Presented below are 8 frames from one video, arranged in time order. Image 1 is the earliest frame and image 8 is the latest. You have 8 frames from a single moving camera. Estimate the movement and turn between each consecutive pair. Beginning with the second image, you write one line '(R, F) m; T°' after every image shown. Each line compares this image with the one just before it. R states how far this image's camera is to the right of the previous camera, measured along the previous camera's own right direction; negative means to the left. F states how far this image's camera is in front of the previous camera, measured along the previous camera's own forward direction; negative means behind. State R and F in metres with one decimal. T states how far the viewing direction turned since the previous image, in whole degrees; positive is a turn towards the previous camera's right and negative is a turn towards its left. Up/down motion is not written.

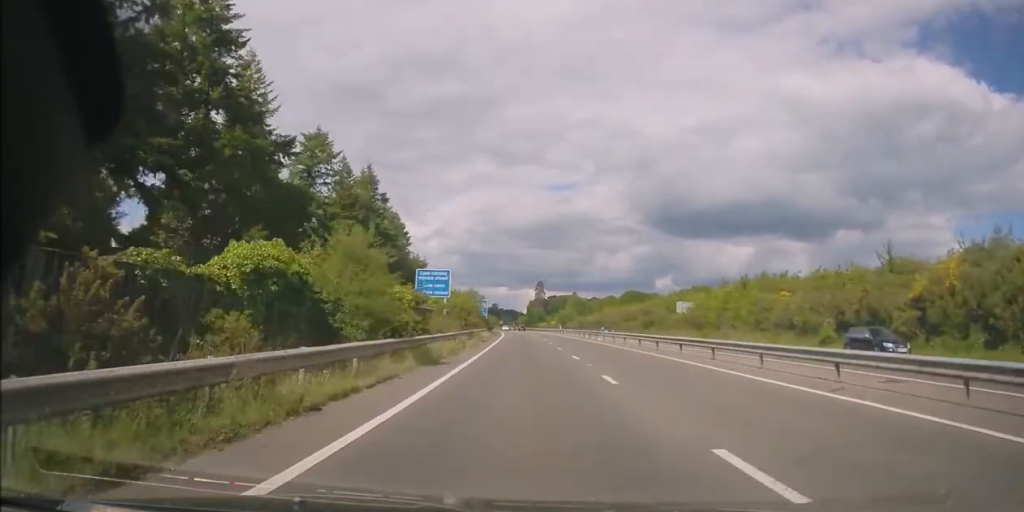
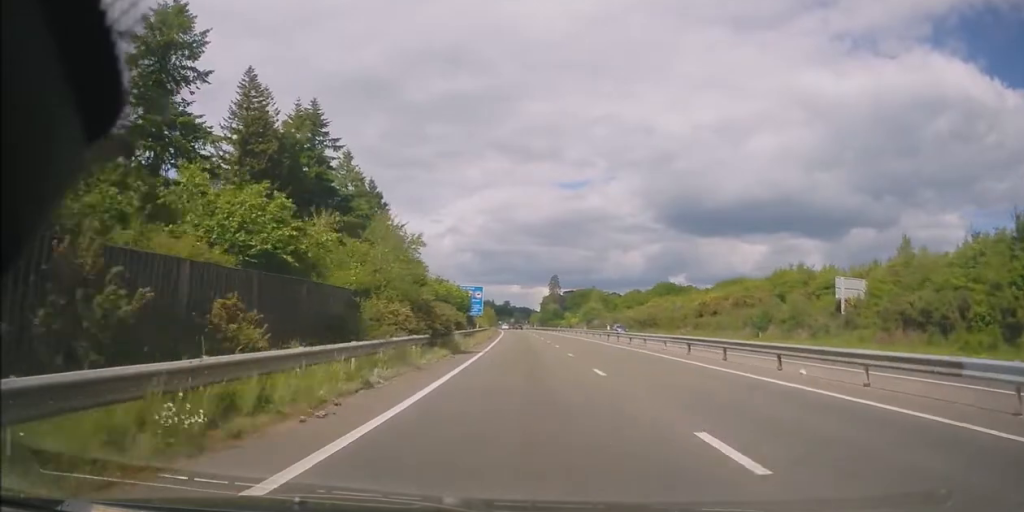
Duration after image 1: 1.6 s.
(-0.7, +45.3) m; 0°
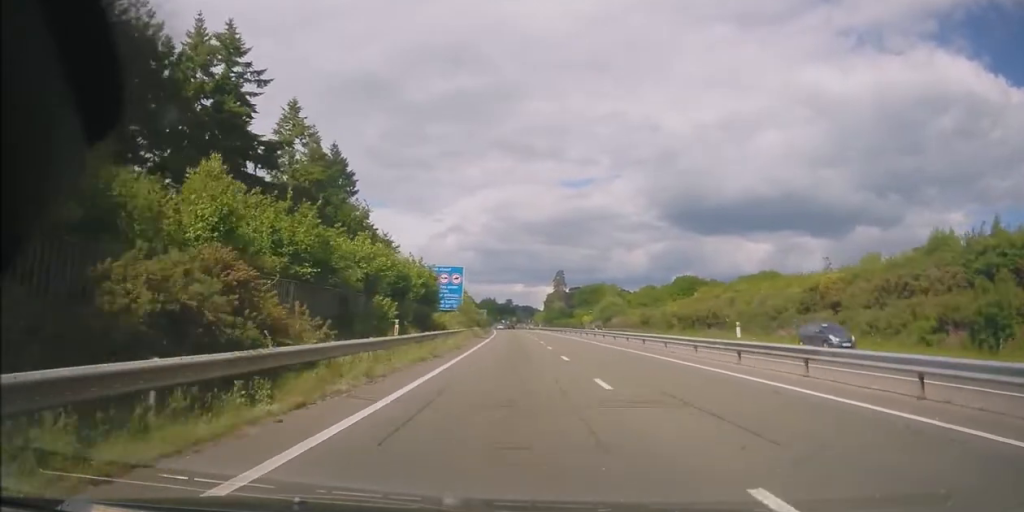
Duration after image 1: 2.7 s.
(+0.2, +30.6) m; -1°
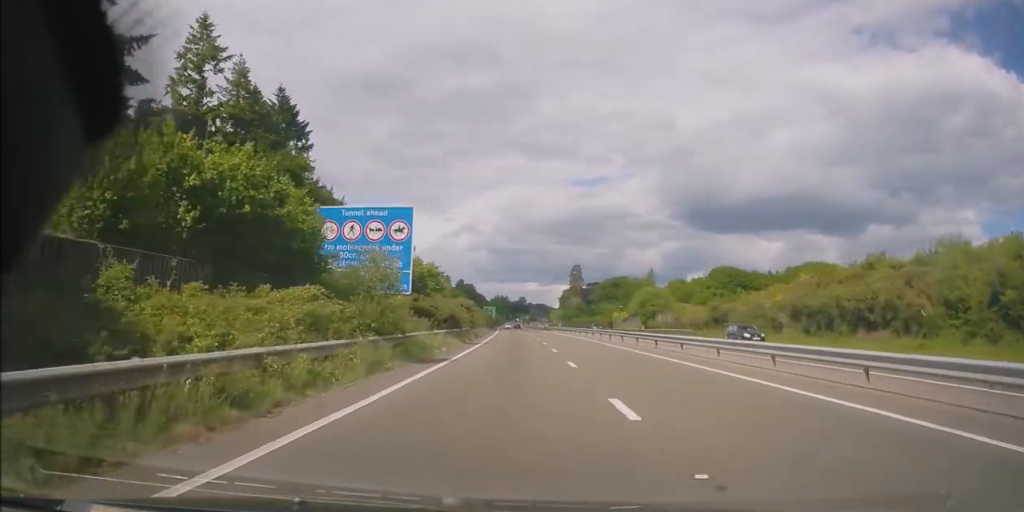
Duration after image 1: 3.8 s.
(-0.9, +31.7) m; -2°
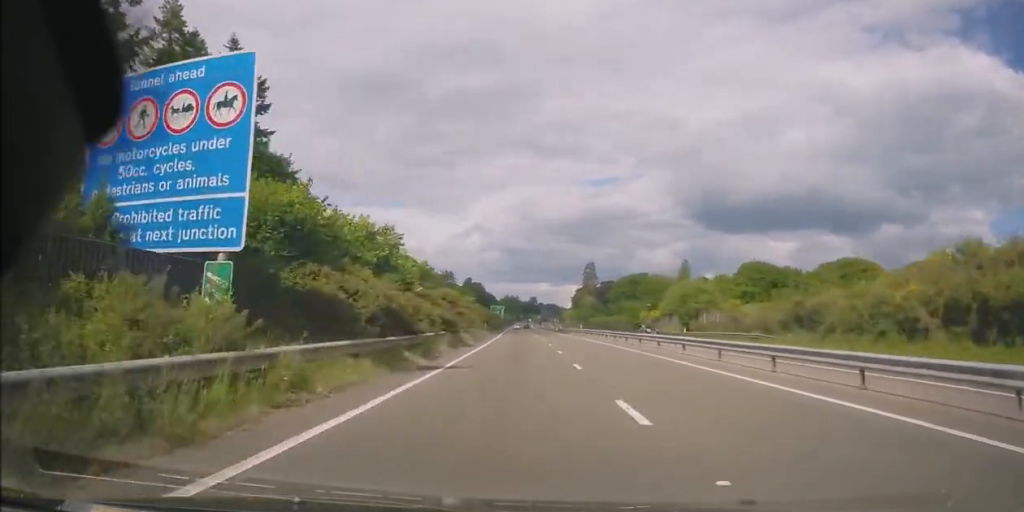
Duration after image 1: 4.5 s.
(-0.2, +18.8) m; -1°
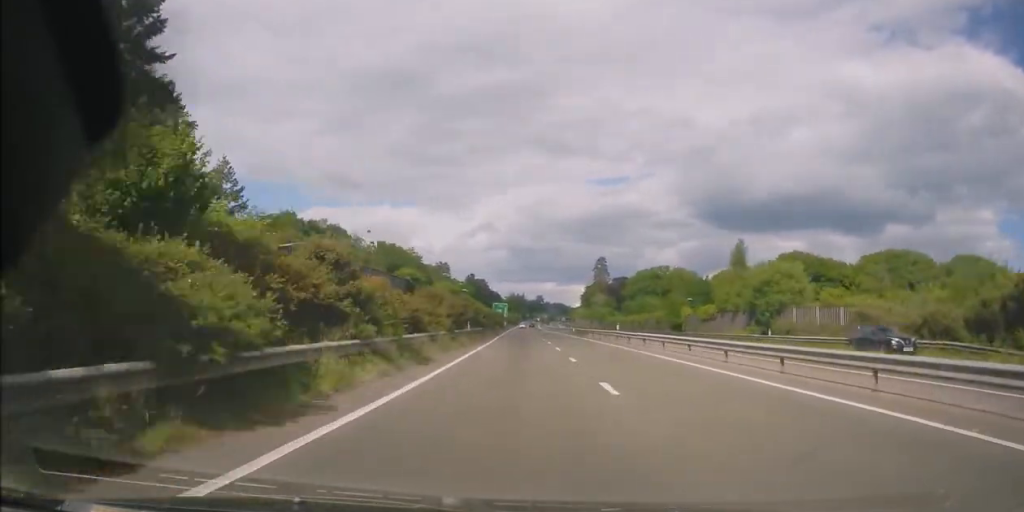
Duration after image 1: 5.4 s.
(-0.2, +24.7) m; -1°
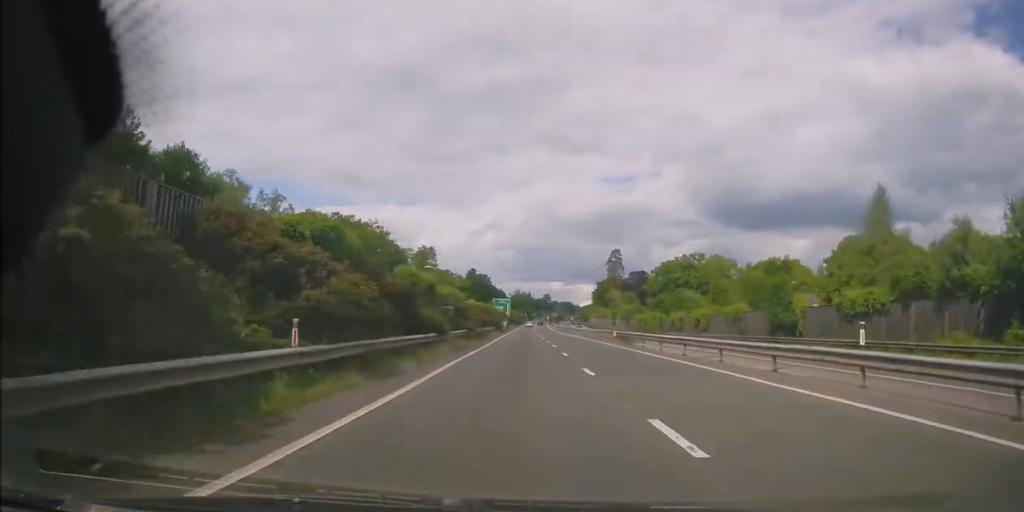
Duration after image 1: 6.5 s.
(-0.1, +33.0) m; 0°
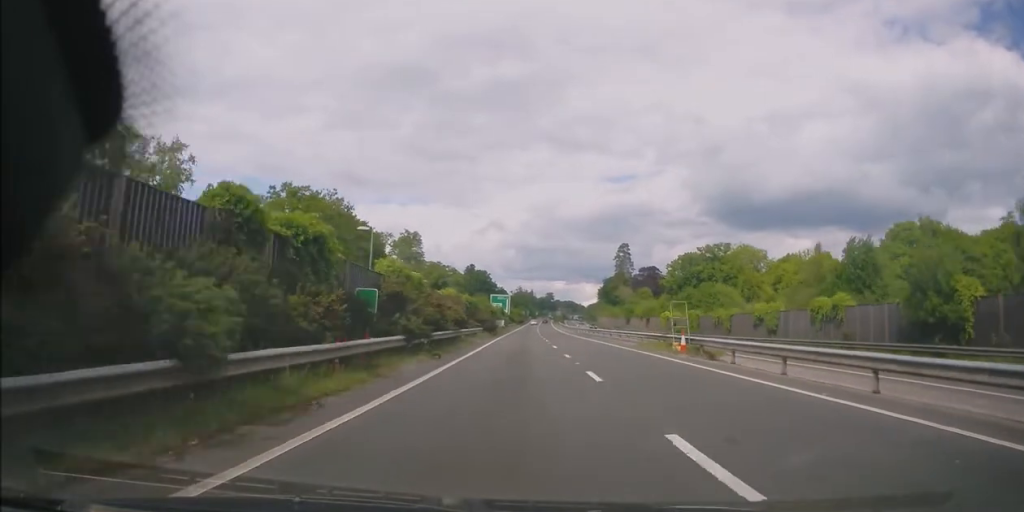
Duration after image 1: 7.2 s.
(+0.2, +19.7) m; 0°
